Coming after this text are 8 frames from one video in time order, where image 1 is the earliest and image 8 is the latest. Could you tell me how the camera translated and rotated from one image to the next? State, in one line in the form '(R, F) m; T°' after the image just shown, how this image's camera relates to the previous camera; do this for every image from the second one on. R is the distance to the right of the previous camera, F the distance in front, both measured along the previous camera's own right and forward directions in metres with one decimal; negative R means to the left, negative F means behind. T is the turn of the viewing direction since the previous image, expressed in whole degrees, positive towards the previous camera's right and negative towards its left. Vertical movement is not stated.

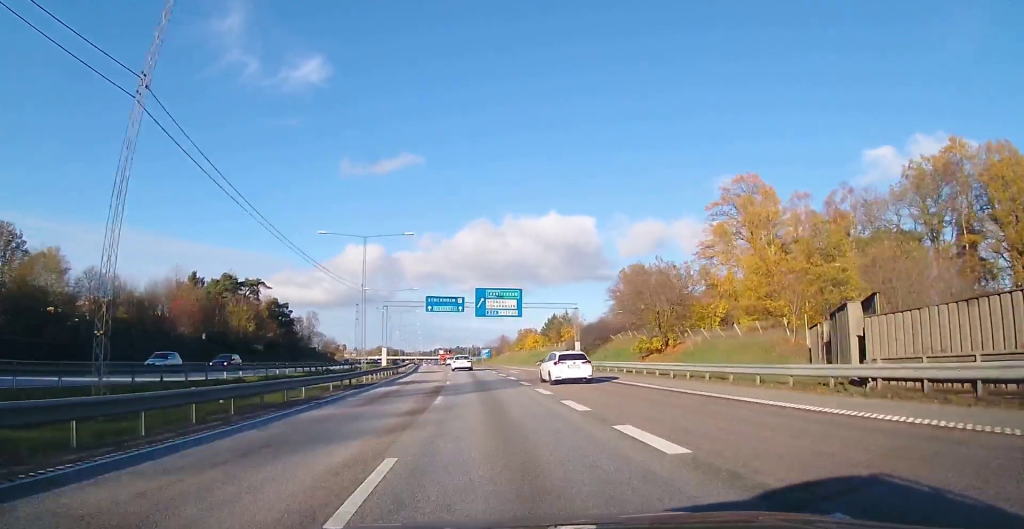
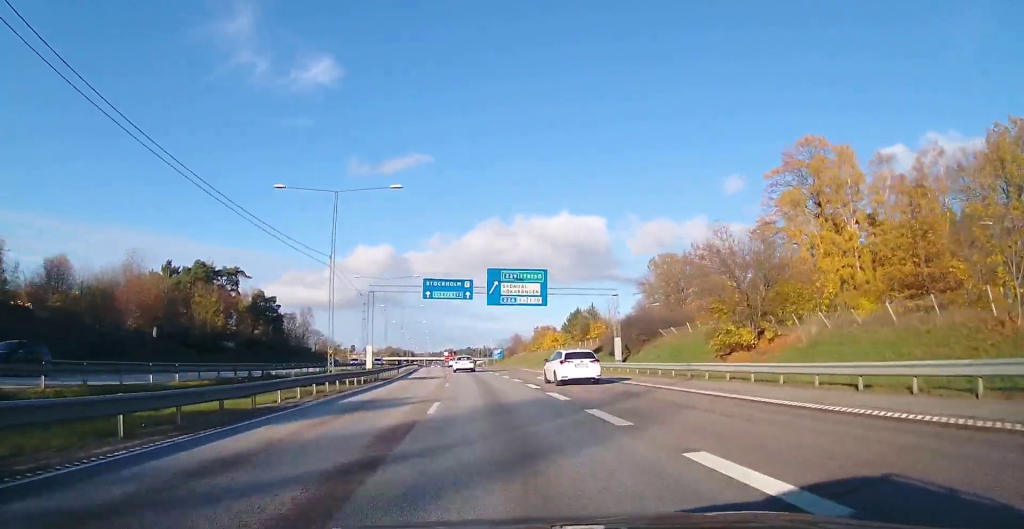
(-0.2, +14.9) m; -2°
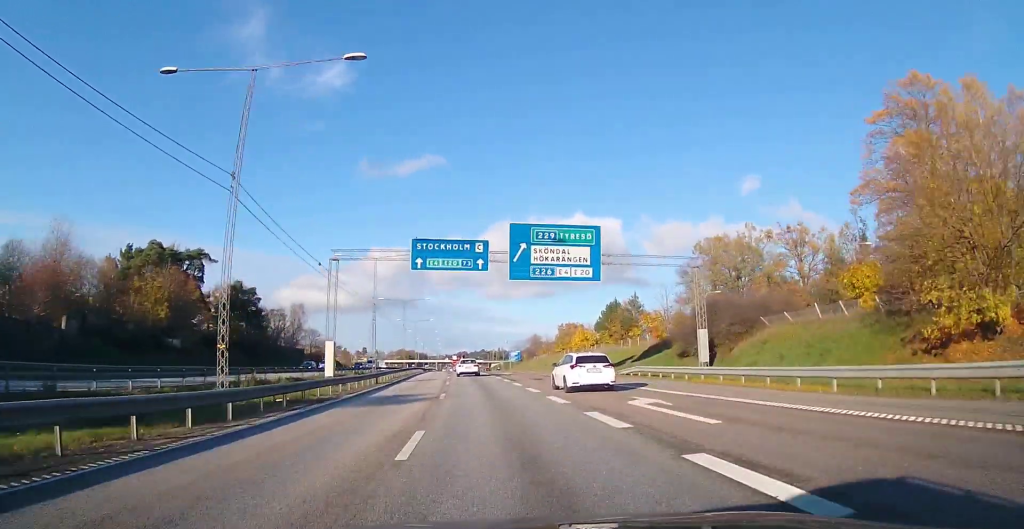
(-0.4, +17.7) m; -1°
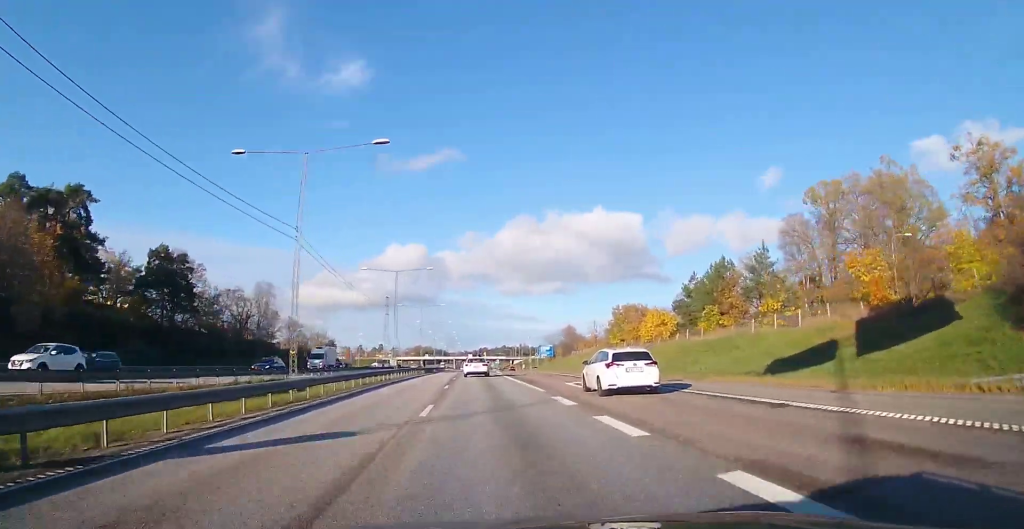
(0.0, +30.7) m; 0°
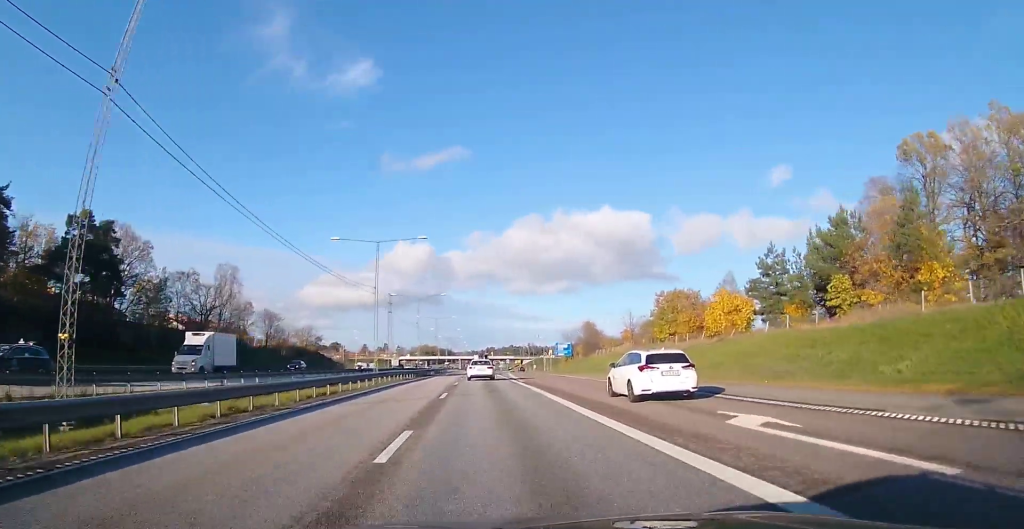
(0.0, +17.3) m; -1°
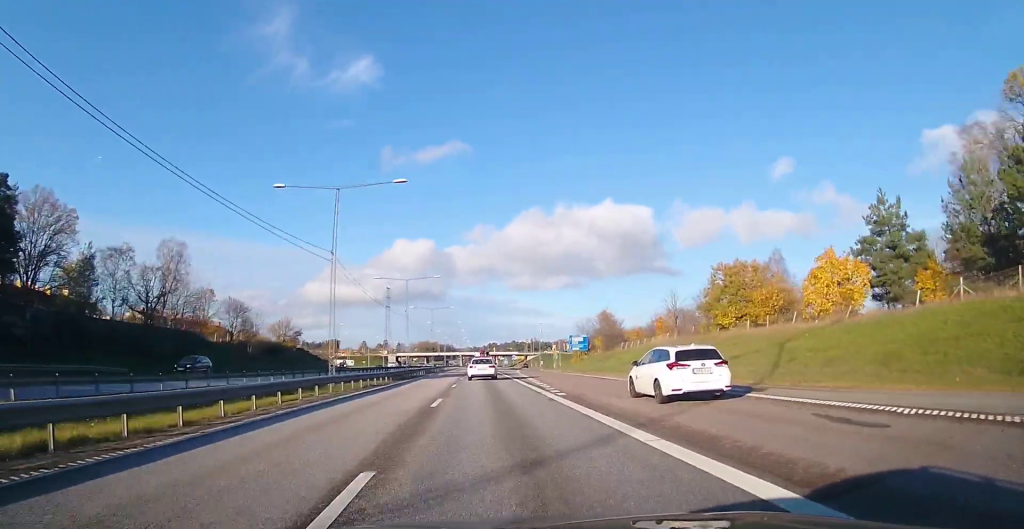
(-0.2, +15.9) m; 0°
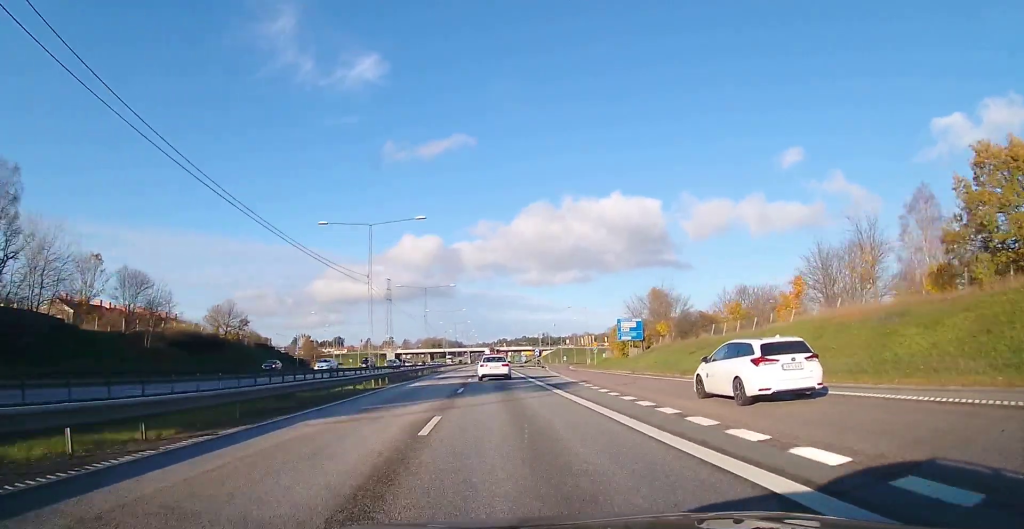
(+0.5, +30.3) m; 0°
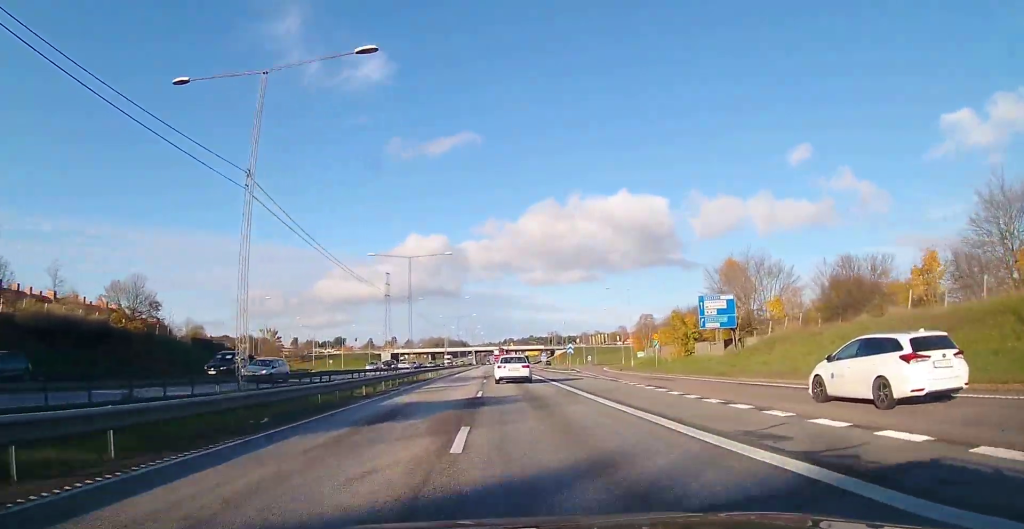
(-0.9, +25.7) m; -3°
